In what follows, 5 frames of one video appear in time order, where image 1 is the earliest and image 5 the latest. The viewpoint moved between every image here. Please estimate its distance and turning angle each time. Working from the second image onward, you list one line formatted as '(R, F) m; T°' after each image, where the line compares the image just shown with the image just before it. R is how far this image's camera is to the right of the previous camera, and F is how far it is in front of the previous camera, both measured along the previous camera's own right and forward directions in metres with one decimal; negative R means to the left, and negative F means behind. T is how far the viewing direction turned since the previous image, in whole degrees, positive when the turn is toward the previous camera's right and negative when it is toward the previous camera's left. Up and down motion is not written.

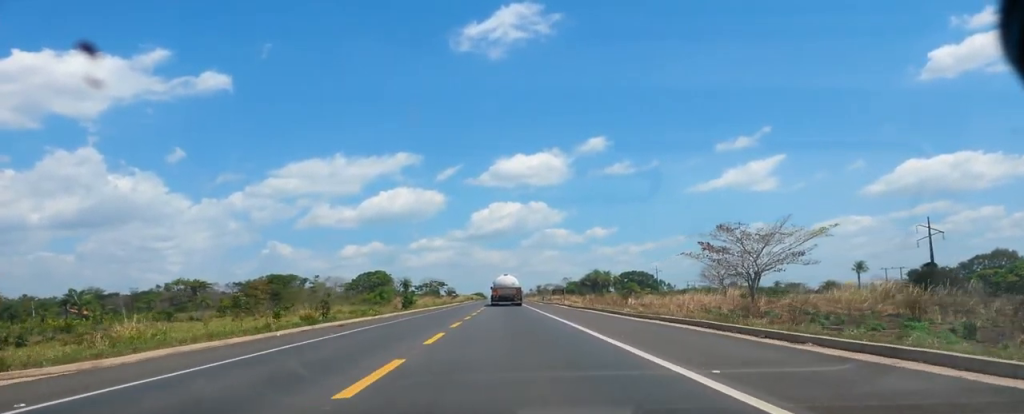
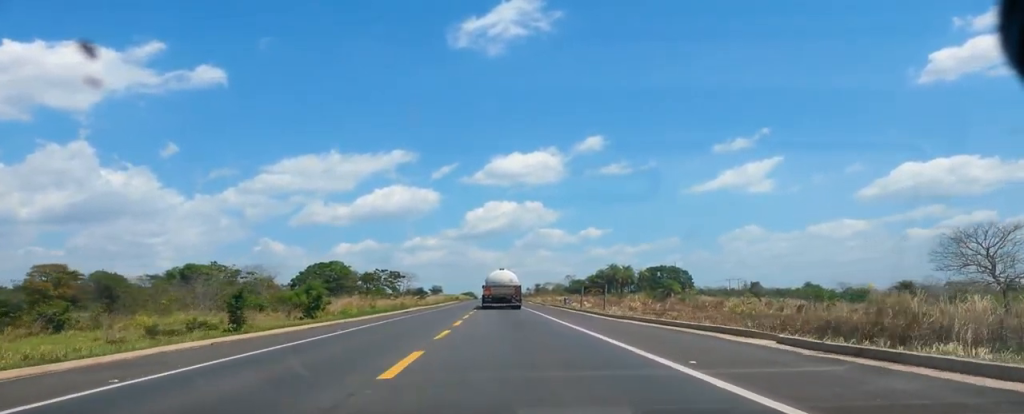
(-1.2, +62.9) m; +1°
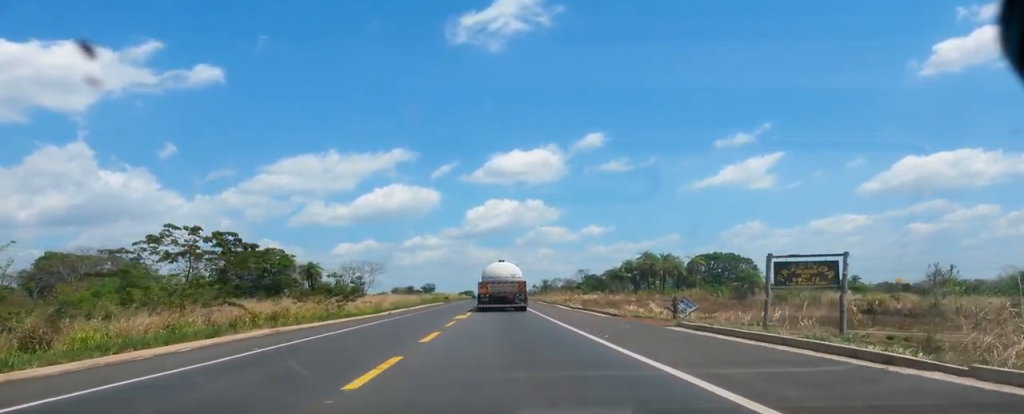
(-0.2, +55.4) m; -1°
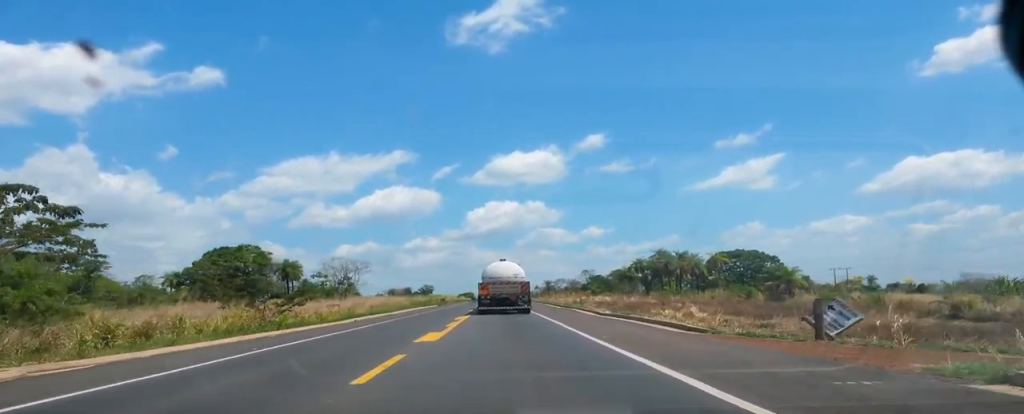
(+0.1, +14.9) m; 0°
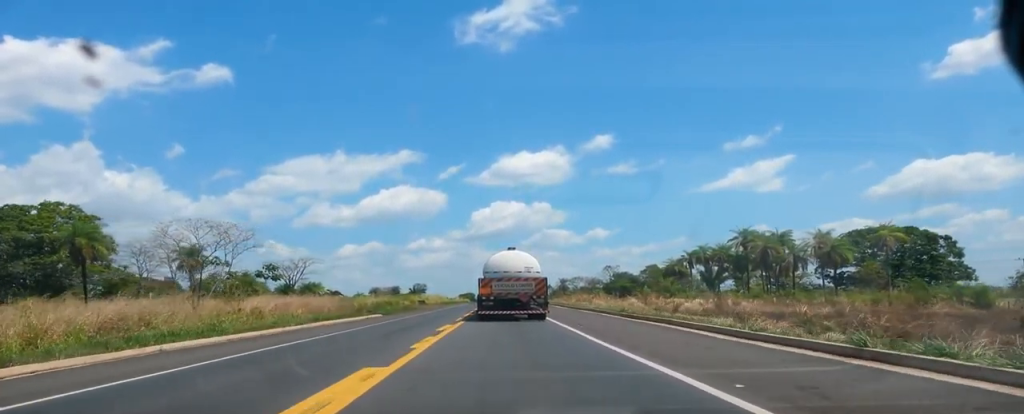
(-0.7, +57.0) m; +1°
